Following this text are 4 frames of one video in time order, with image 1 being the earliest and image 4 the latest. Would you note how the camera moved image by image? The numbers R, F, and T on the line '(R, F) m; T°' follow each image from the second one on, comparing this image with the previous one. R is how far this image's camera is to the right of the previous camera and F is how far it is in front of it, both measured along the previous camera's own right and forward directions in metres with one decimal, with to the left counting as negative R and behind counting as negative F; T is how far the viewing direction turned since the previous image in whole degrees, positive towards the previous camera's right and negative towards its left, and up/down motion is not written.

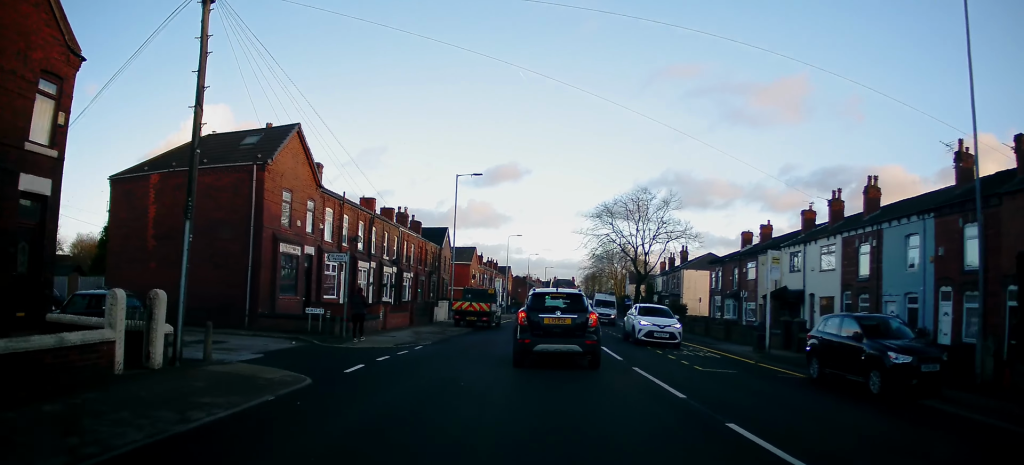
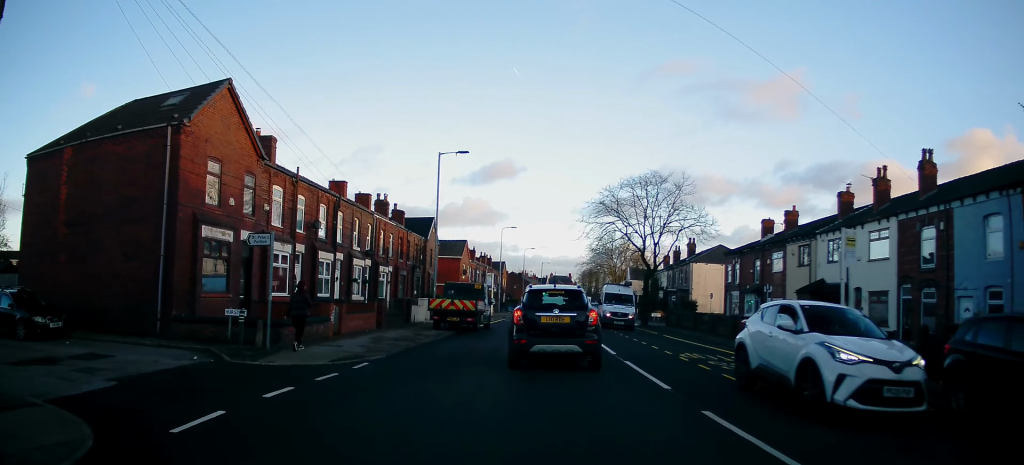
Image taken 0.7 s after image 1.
(+0.3, +5.5) m; +4°
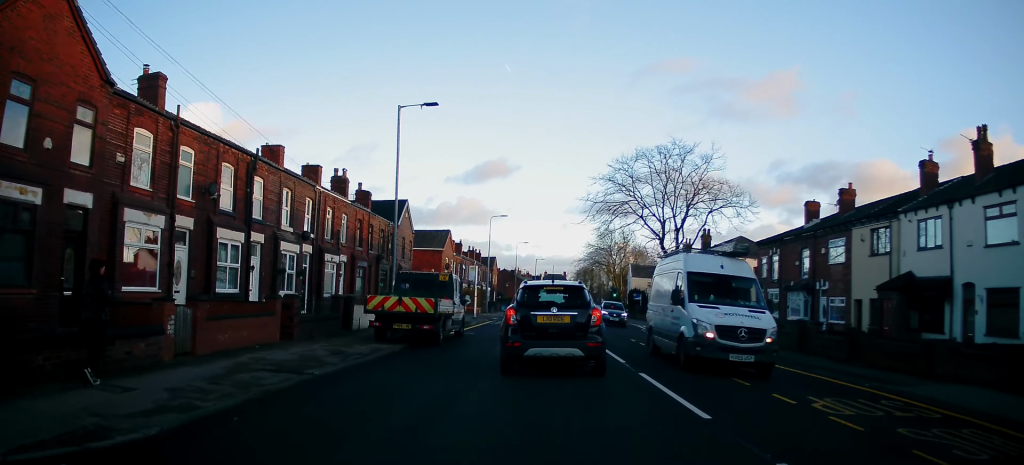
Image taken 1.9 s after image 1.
(+0.4, +9.1) m; +1°
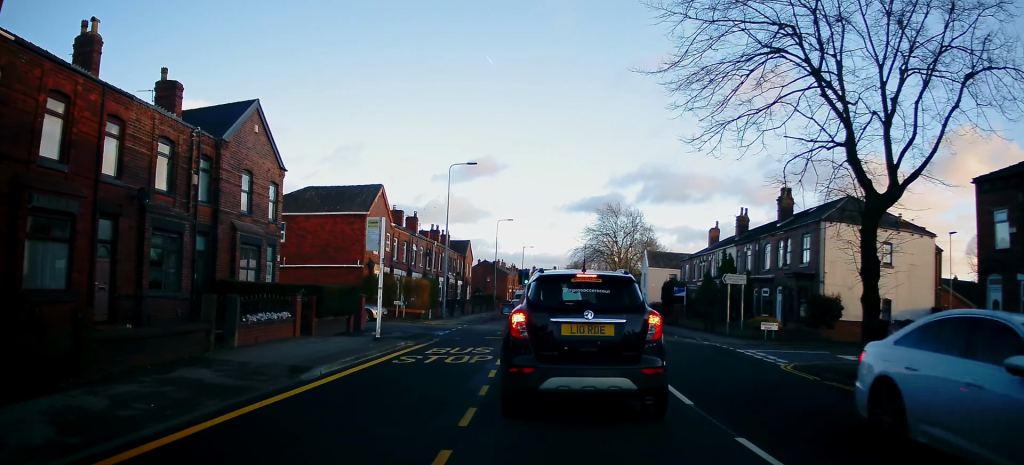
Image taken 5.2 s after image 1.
(-1.2, +22.4) m; -3°
